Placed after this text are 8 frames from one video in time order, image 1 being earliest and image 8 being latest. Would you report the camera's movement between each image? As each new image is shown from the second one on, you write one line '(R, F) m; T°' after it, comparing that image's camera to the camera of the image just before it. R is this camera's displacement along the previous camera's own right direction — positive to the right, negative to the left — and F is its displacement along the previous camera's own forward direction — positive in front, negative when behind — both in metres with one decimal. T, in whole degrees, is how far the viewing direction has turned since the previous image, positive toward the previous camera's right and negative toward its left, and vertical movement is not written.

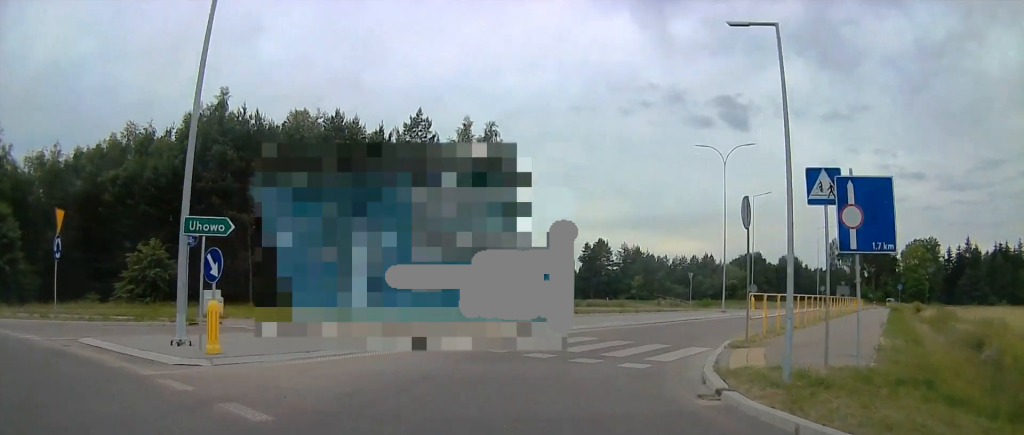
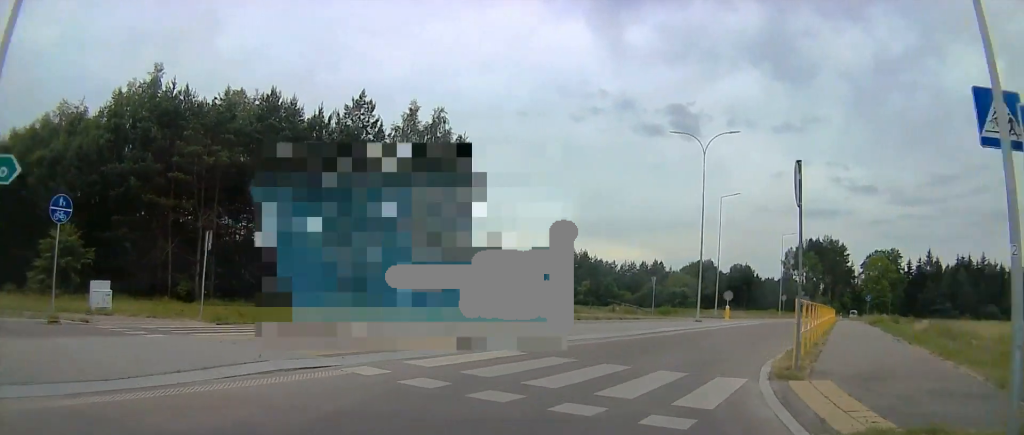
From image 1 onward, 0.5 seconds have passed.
(+1.2, +5.5) m; +8°
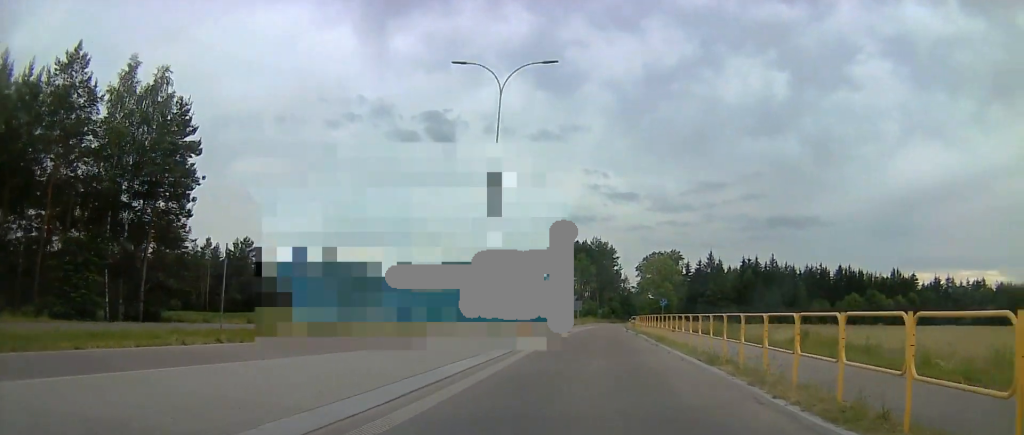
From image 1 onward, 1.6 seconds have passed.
(+1.6, +12.0) m; +9°
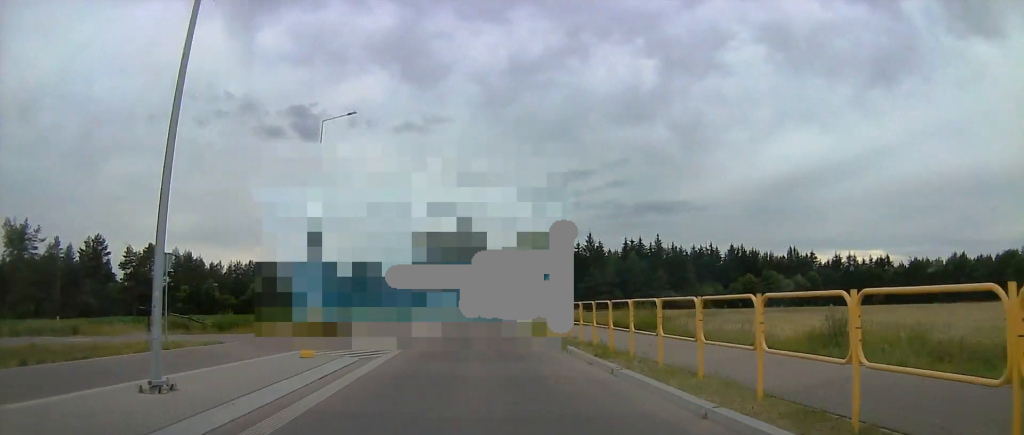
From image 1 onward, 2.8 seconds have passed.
(+0.3, +14.0) m; +3°
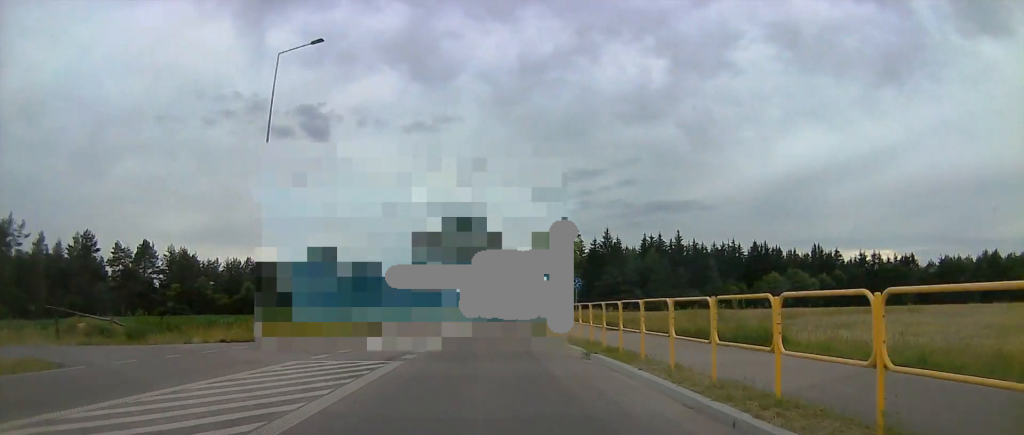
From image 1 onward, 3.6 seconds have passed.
(+0.3, +9.4) m; +2°
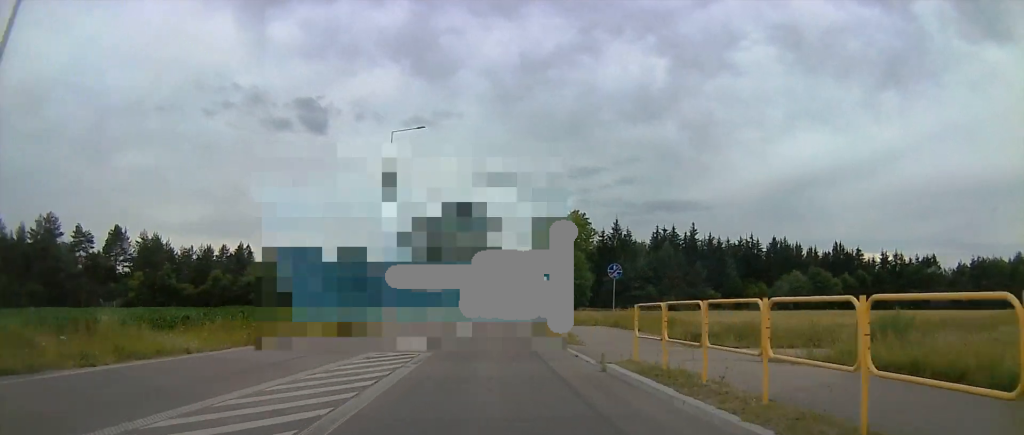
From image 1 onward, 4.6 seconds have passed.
(+0.4, +13.5) m; +1°
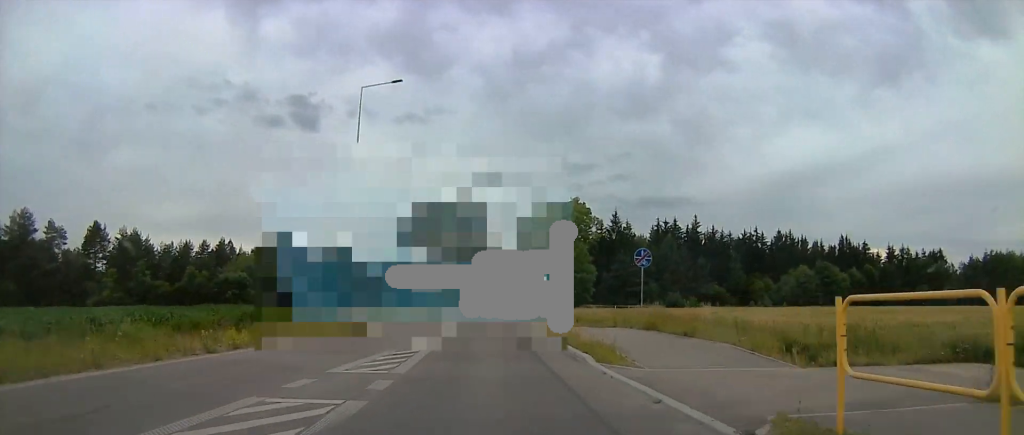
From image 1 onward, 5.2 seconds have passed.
(0.0, +7.3) m; -1°
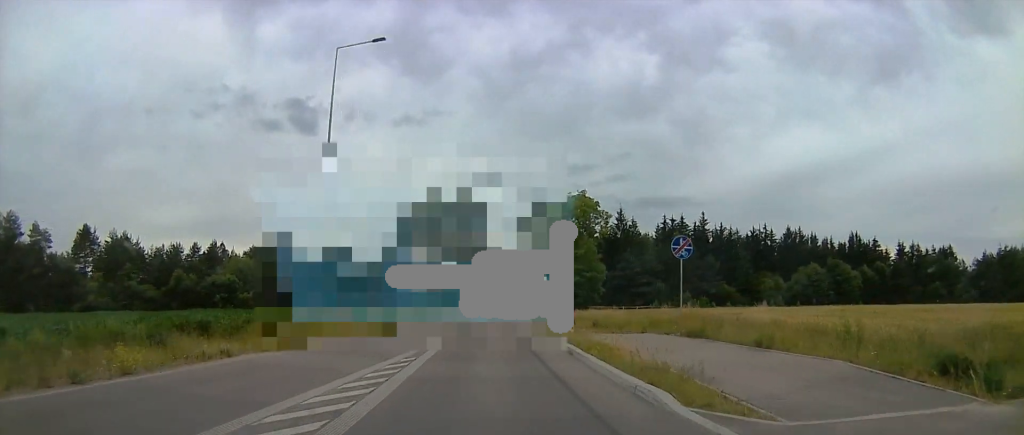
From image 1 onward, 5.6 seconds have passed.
(-0.1, +6.0) m; -1°
